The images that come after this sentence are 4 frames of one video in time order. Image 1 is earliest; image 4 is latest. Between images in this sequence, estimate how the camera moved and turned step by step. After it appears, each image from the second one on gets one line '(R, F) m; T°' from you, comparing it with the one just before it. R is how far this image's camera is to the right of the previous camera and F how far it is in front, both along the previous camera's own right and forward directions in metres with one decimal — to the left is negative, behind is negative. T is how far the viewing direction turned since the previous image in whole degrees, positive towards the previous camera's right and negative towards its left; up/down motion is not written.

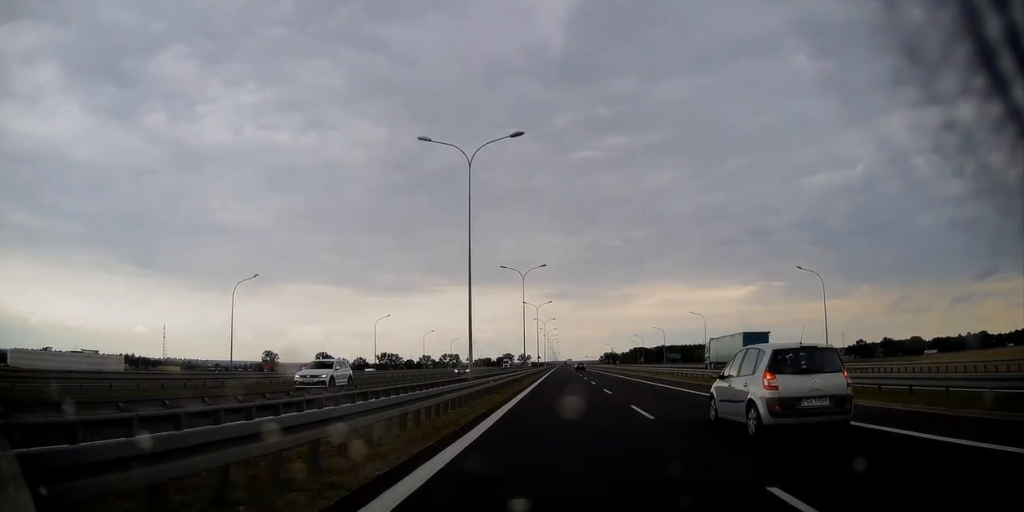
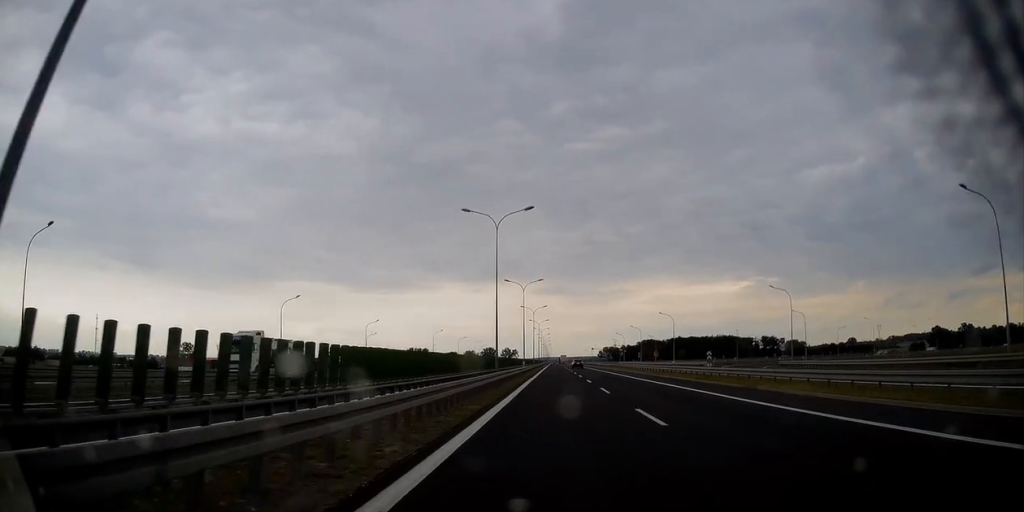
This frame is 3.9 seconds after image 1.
(+0.4, +145.2) m; +1°
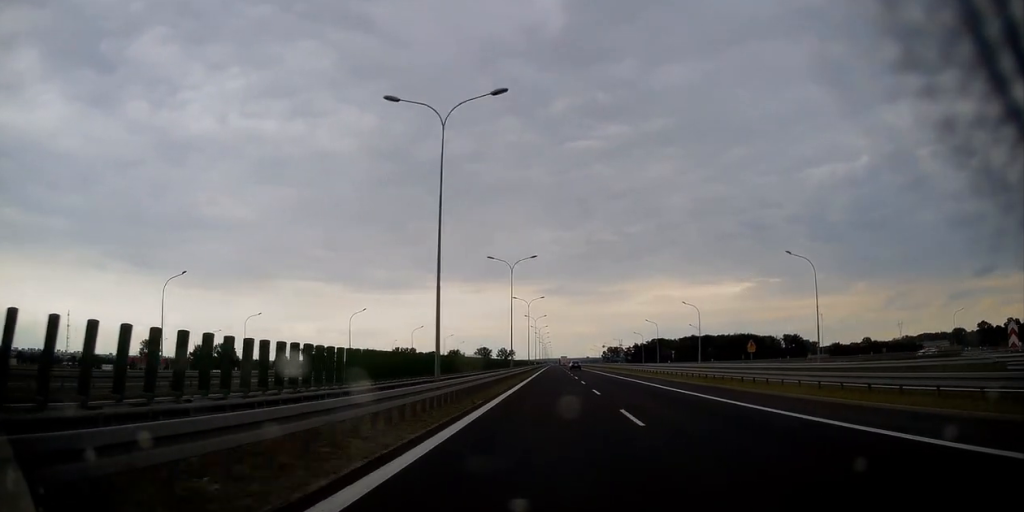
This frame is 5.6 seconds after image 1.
(+0.3, +60.3) m; 0°
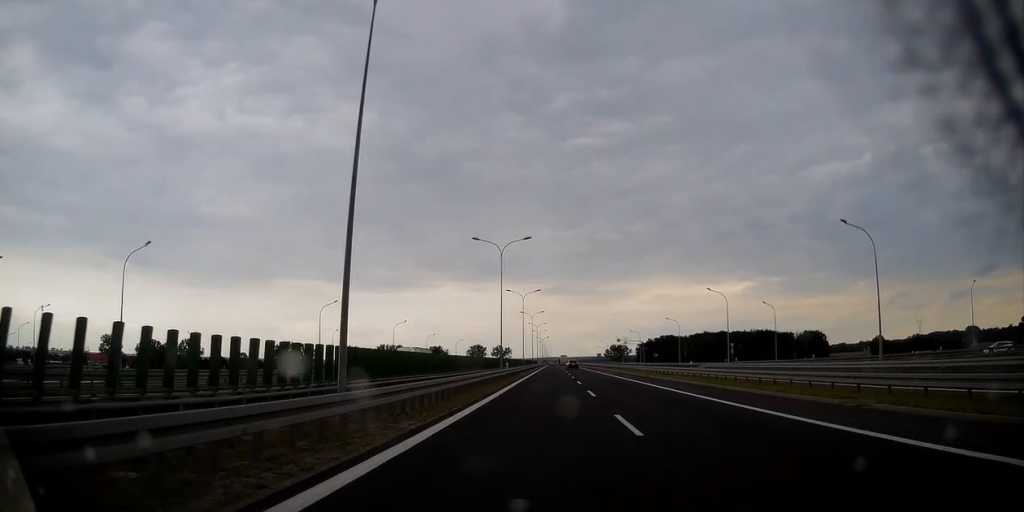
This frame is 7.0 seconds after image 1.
(-0.3, +50.0) m; 0°
